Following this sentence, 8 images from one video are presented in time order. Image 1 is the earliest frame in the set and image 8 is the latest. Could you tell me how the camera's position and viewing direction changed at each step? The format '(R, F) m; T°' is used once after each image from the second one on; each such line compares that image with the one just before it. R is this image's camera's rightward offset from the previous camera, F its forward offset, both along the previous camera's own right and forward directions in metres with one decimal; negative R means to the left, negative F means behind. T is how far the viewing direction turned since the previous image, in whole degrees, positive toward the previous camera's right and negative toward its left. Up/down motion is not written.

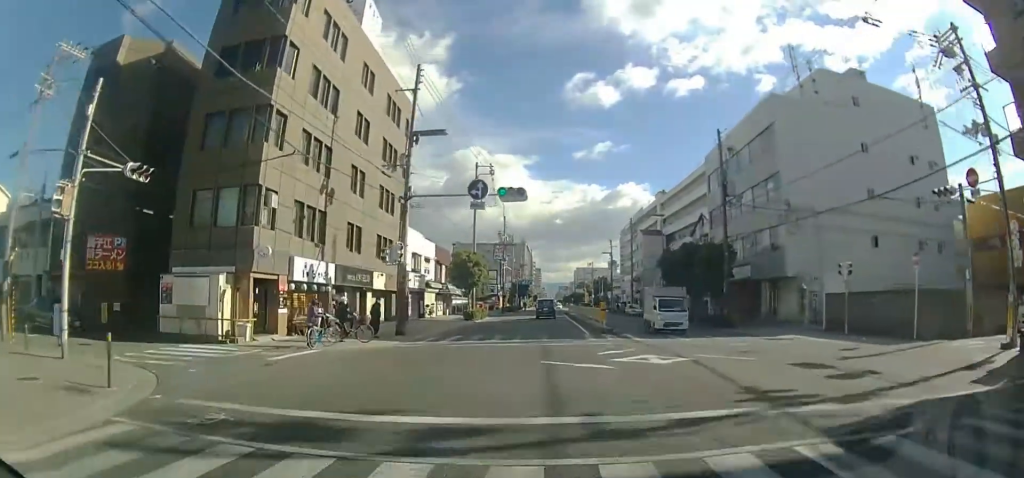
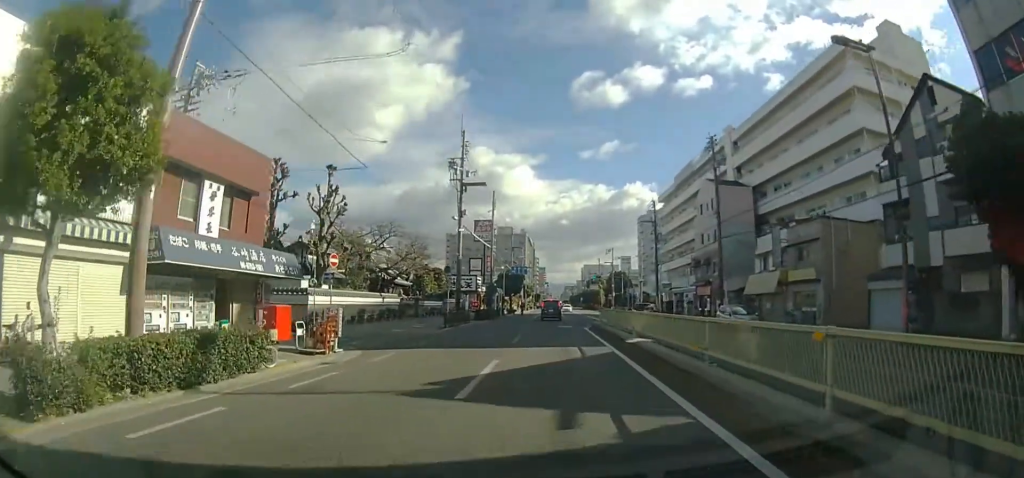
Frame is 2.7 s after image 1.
(-0.8, +37.5) m; -3°
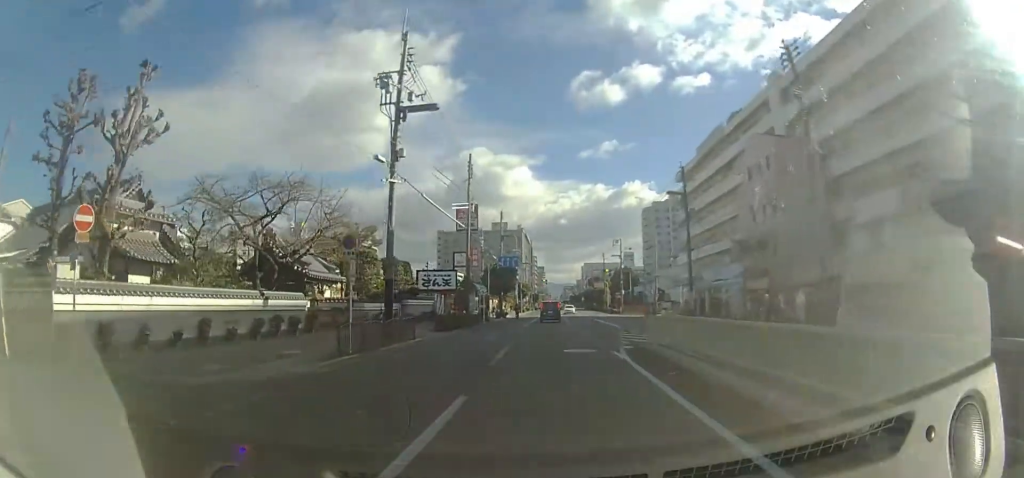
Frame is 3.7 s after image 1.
(0.0, +14.7) m; +1°
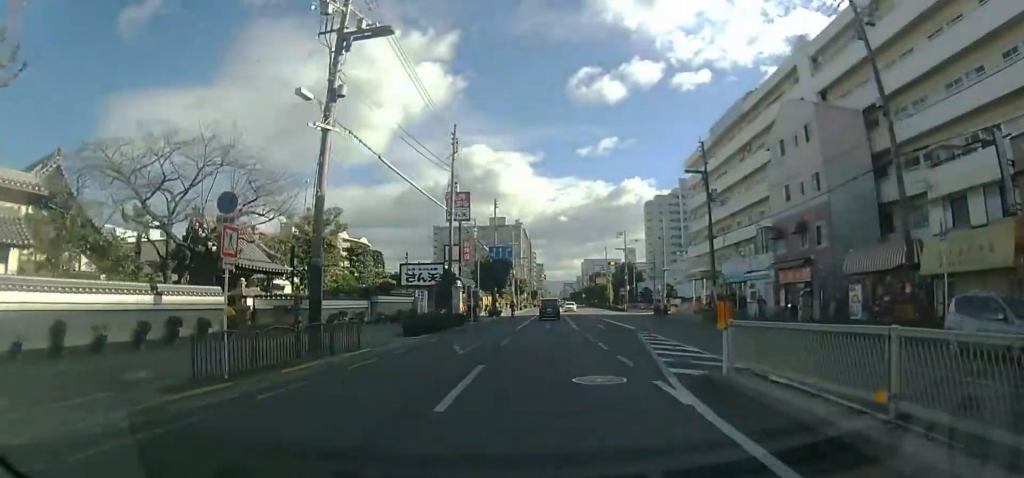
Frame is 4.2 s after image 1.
(-0.2, +6.6) m; +1°
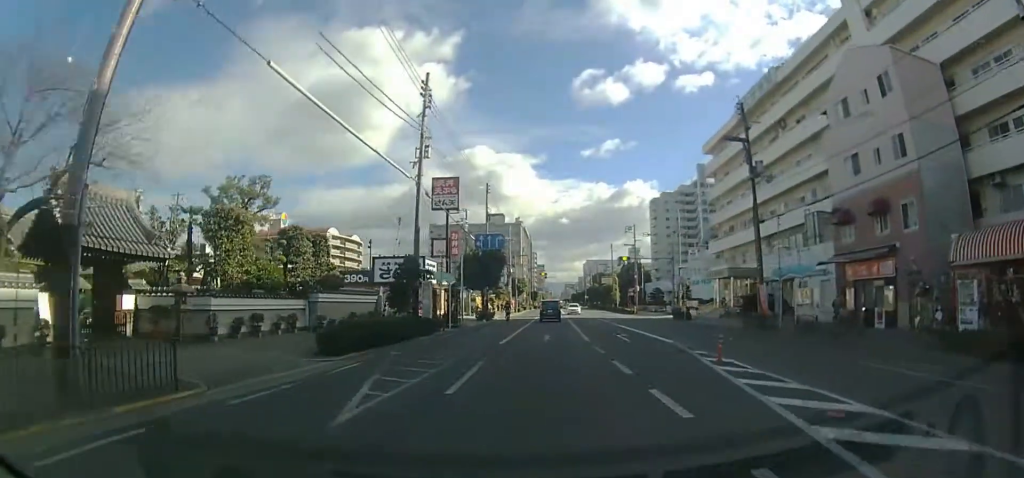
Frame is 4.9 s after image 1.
(+0.4, +8.9) m; +1°
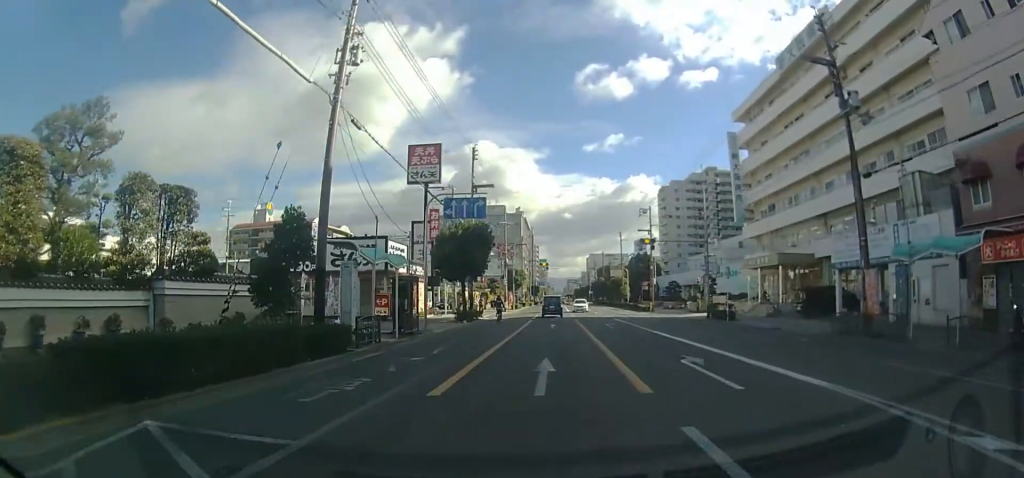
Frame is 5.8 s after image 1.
(+0.2, +11.5) m; 0°
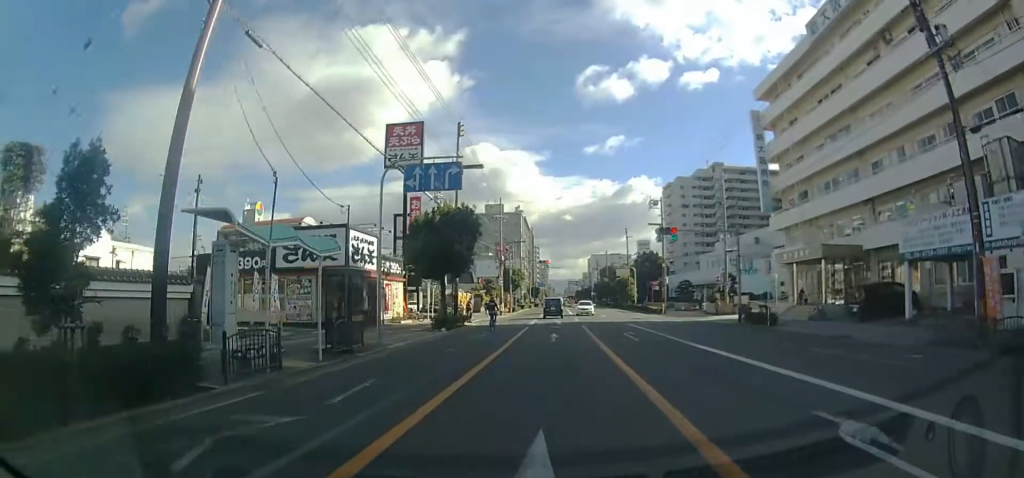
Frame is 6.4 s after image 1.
(-0.1, +8.0) m; -2°
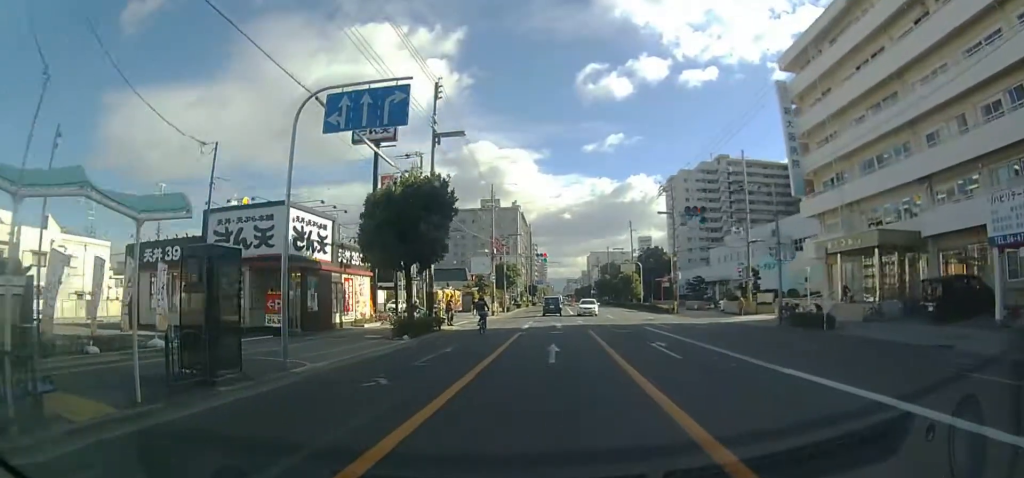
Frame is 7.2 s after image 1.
(-0.1, +8.0) m; -1°
